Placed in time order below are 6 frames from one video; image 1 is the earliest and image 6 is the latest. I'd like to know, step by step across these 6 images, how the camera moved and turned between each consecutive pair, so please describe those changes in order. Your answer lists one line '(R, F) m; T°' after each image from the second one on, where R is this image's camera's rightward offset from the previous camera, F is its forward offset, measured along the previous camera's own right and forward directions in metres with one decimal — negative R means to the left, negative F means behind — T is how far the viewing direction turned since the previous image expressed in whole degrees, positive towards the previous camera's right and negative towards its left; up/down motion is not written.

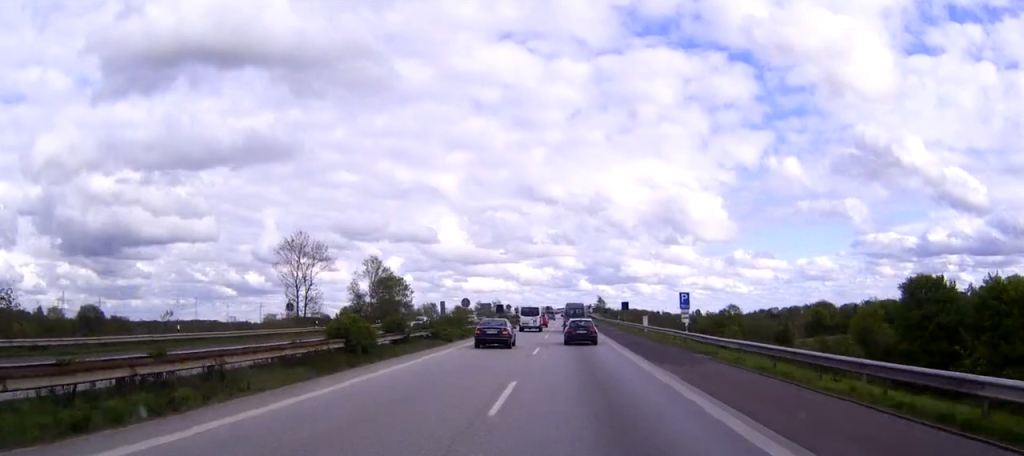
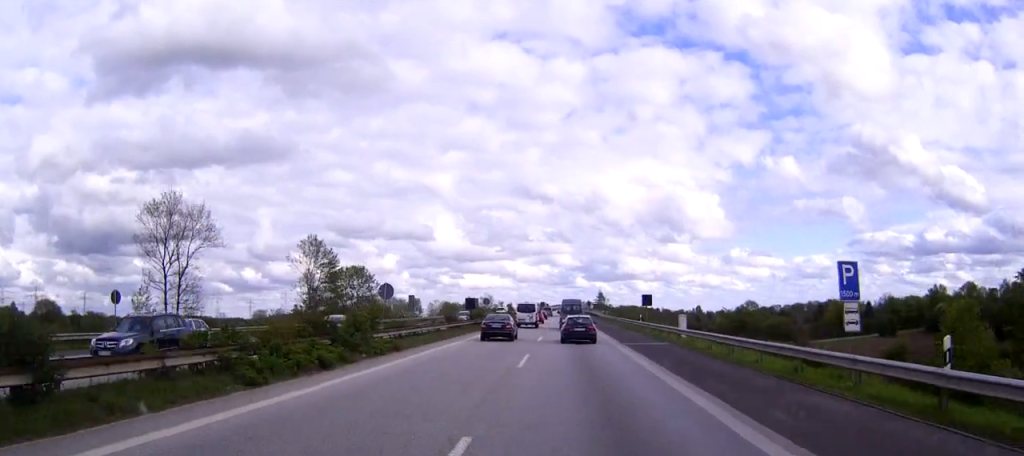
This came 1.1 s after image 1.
(0.0, +26.6) m; 0°
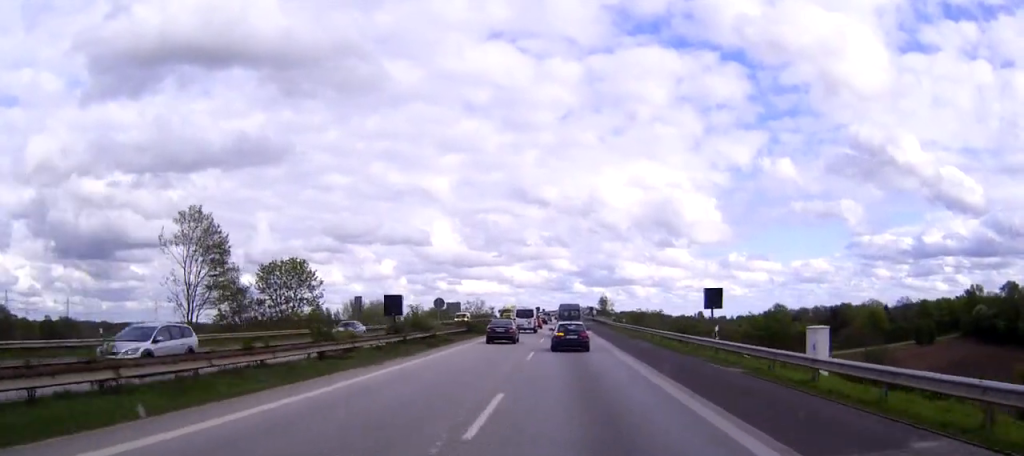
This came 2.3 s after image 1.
(0.0, +29.5) m; 0°
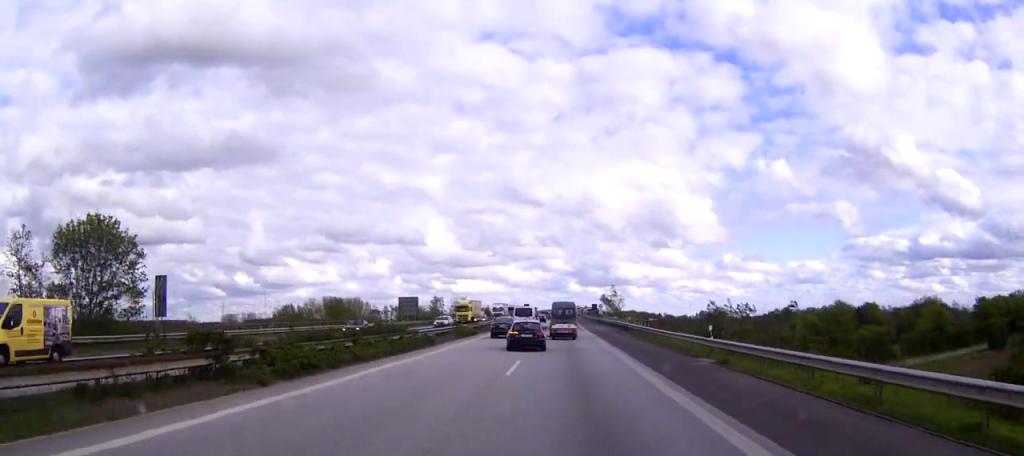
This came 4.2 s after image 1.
(+0.3, +43.9) m; +1°
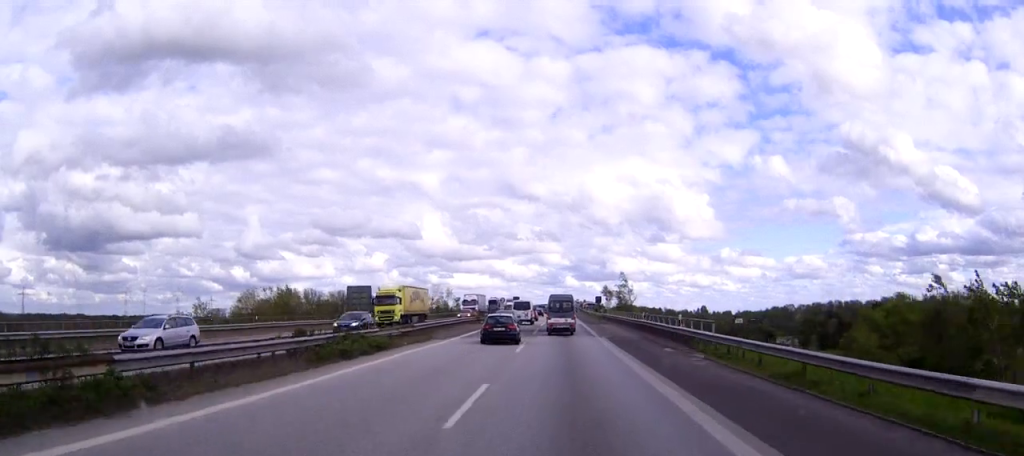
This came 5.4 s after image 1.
(0.0, +27.9) m; 0°
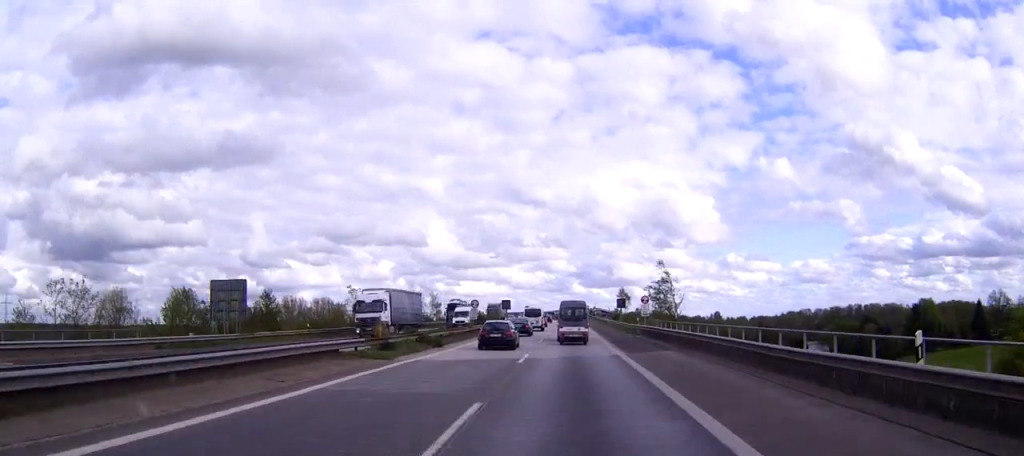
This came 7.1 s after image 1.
(-0.2, +39.2) m; -1°
